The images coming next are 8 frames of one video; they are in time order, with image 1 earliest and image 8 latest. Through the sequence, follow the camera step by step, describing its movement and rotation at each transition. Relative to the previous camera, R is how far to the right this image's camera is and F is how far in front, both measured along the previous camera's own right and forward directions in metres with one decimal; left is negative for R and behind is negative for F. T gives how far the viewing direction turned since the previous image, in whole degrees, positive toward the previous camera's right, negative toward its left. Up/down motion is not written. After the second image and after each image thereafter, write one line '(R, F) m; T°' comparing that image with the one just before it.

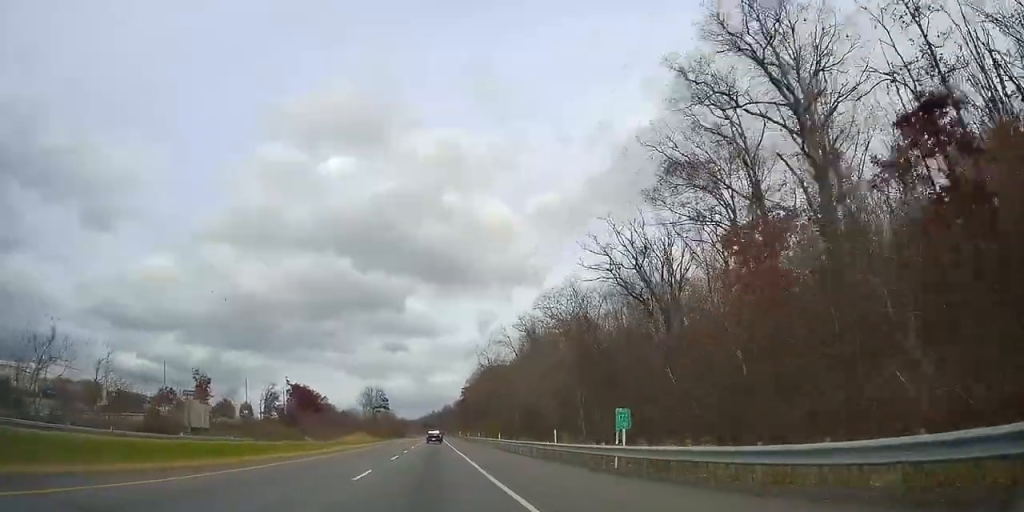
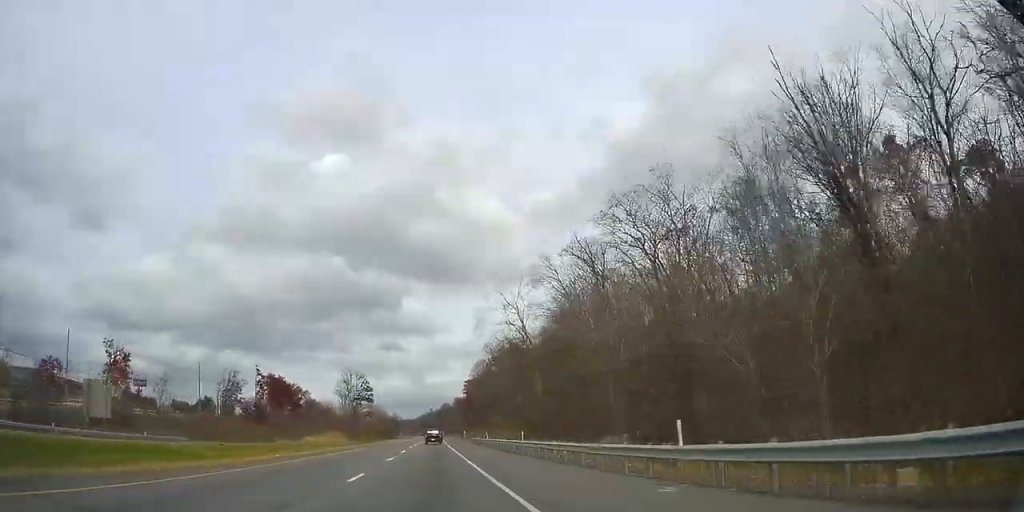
(0.0, +36.4) m; 0°
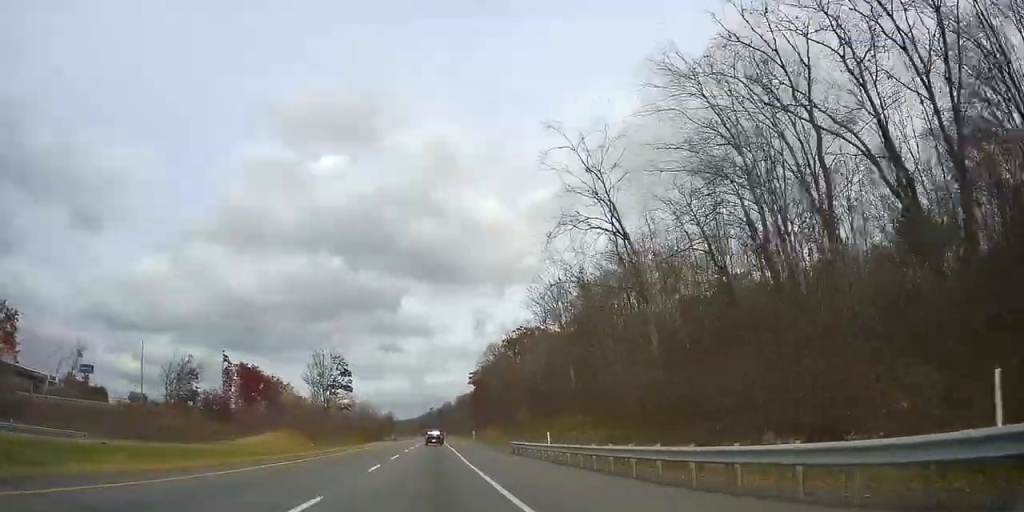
(0.0, +30.9) m; 0°
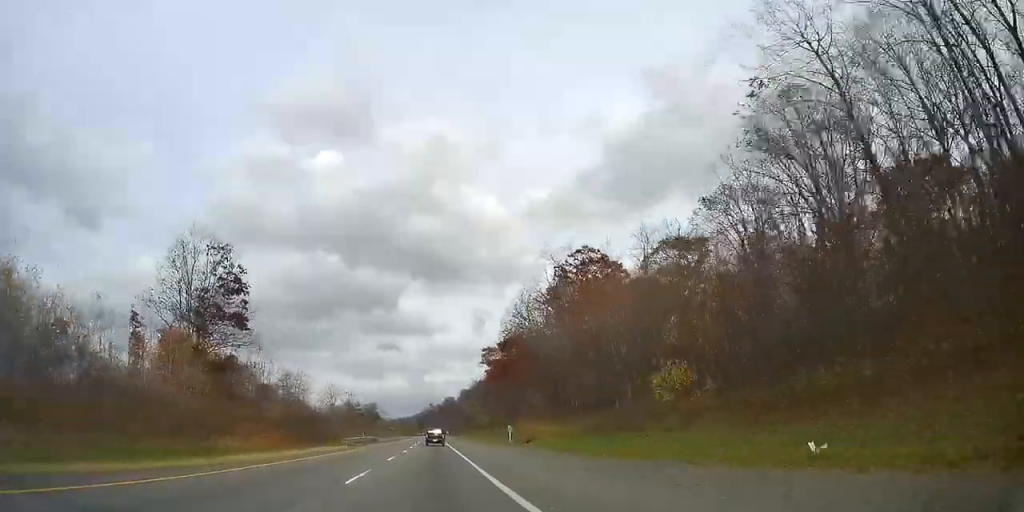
(0.0, +51.4) m; +1°
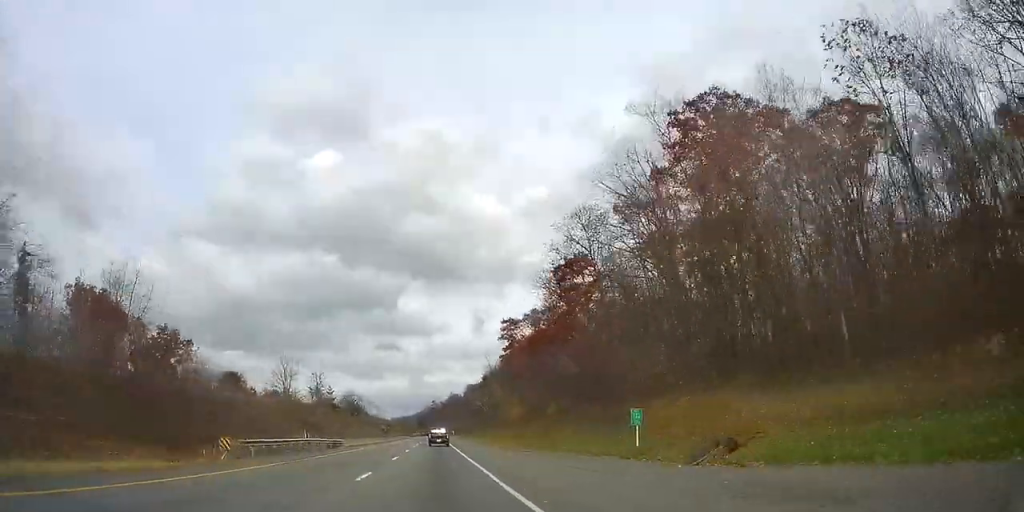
(+0.5, +35.1) m; 0°
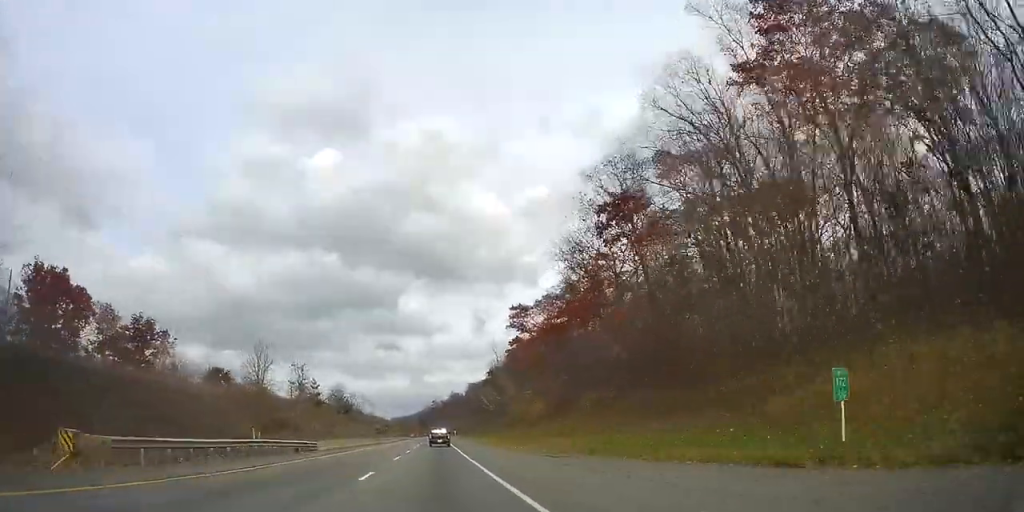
(0.0, +11.8) m; 0°
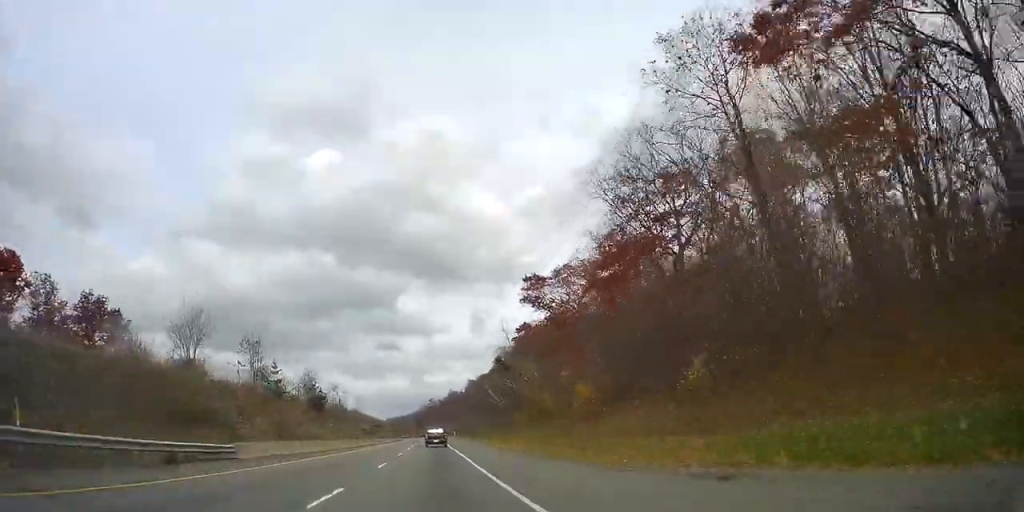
(-0.4, +17.8) m; -1°
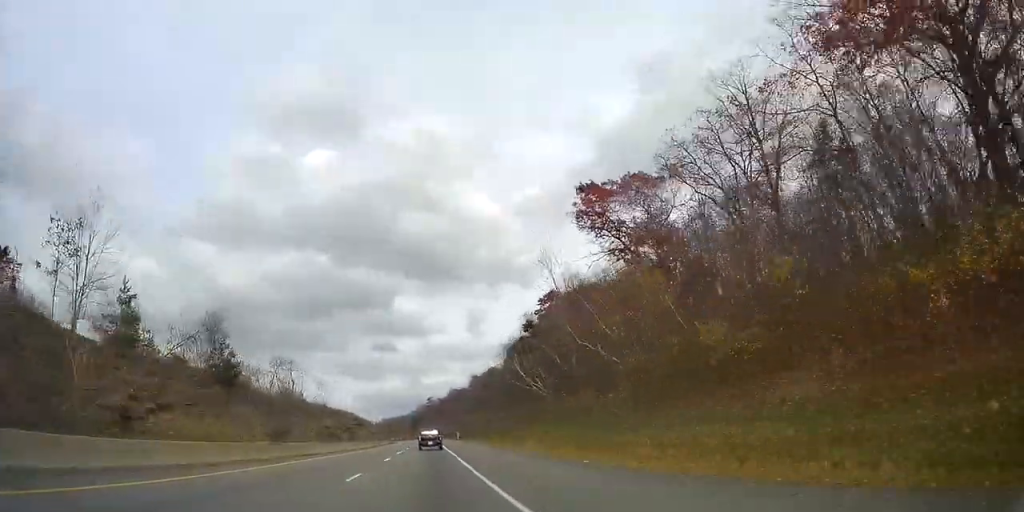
(-0.2, +30.0) m; -1°
